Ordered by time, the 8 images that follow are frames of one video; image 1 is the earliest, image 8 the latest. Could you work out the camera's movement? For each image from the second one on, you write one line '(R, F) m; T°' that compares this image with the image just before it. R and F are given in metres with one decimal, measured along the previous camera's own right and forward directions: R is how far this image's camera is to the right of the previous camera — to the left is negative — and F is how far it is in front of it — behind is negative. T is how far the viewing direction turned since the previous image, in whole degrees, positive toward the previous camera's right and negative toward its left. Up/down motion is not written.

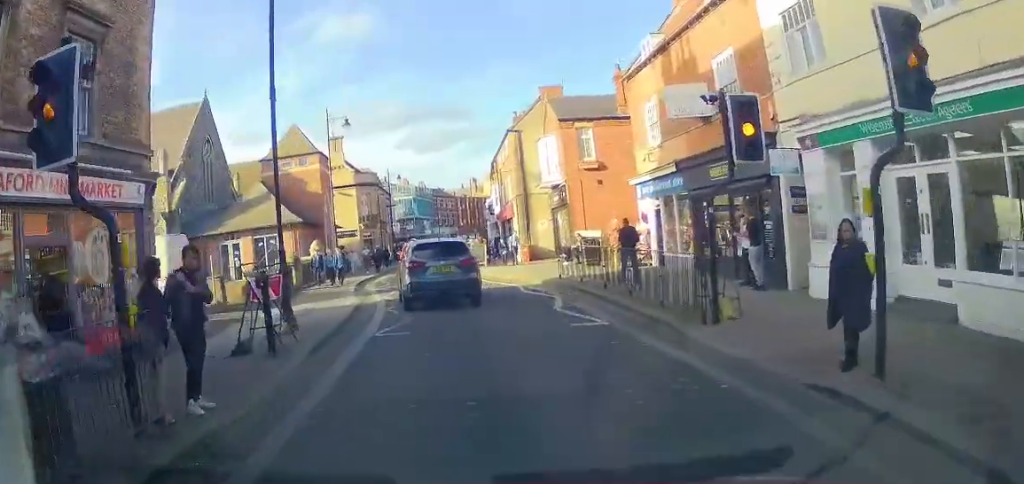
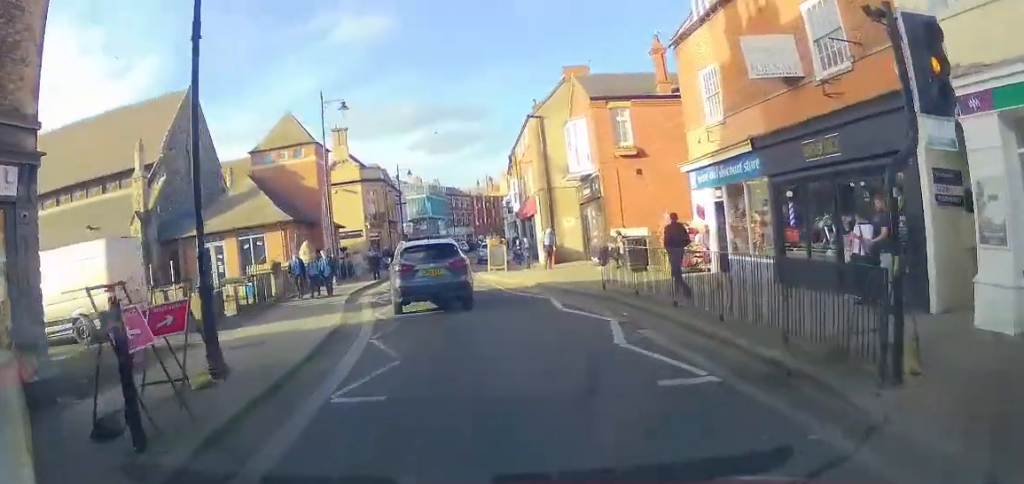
(0.0, +4.5) m; -2°
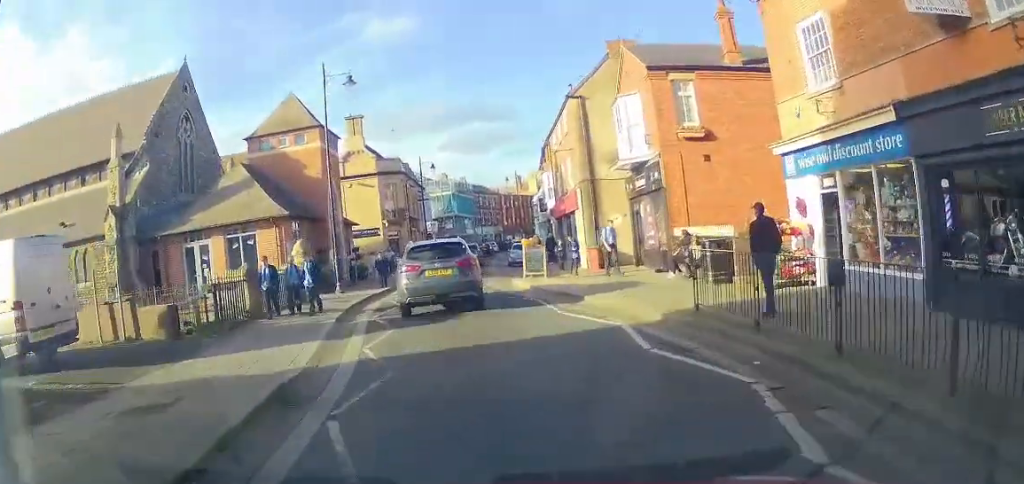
(-0.2, +4.6) m; -4°
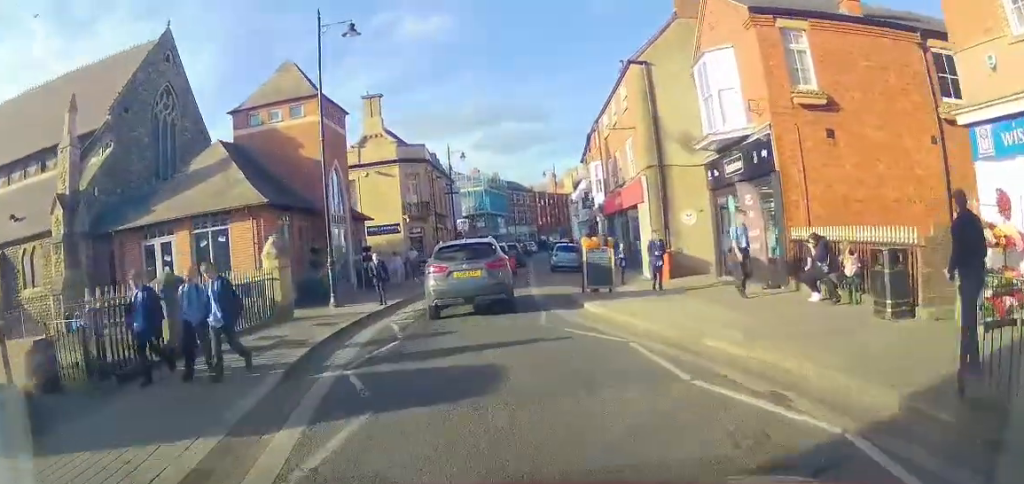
(-0.2, +5.7) m; -6°
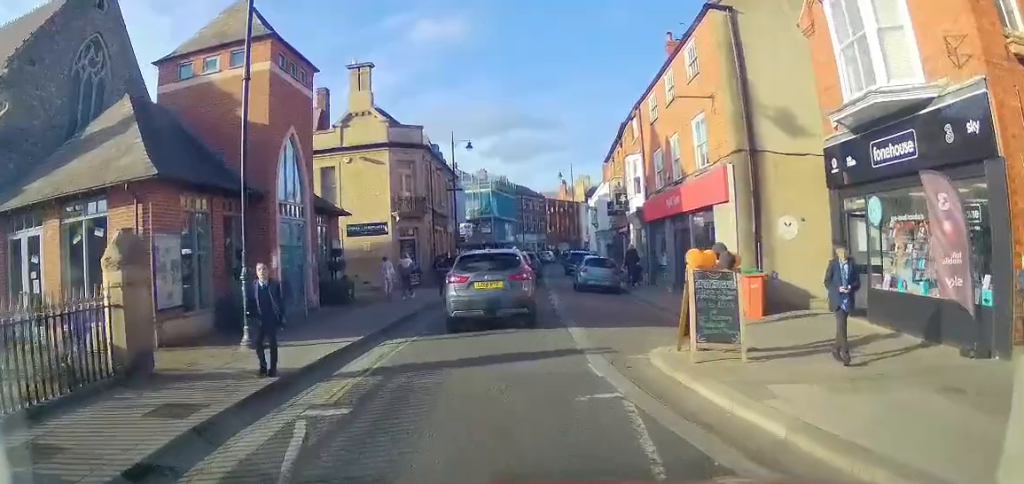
(-0.3, +6.6) m; +2°
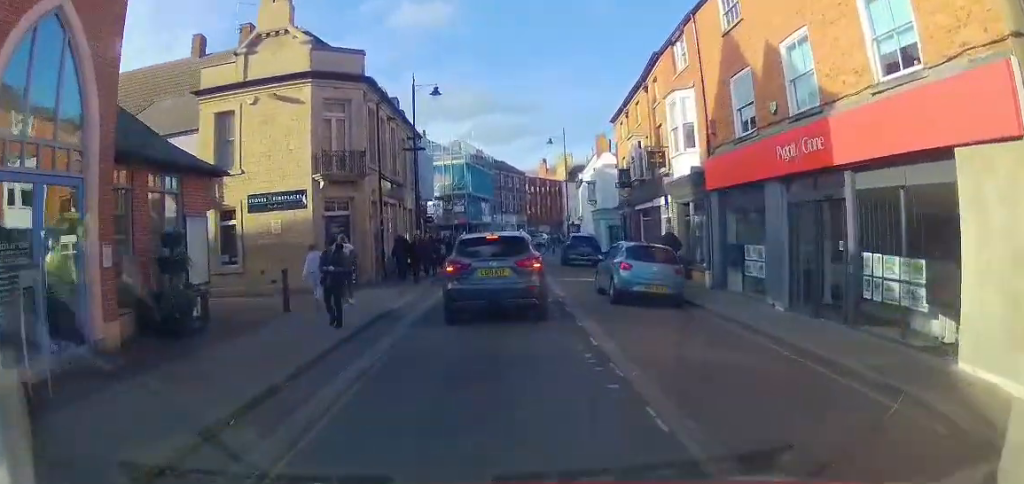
(+0.6, +9.6) m; +4°
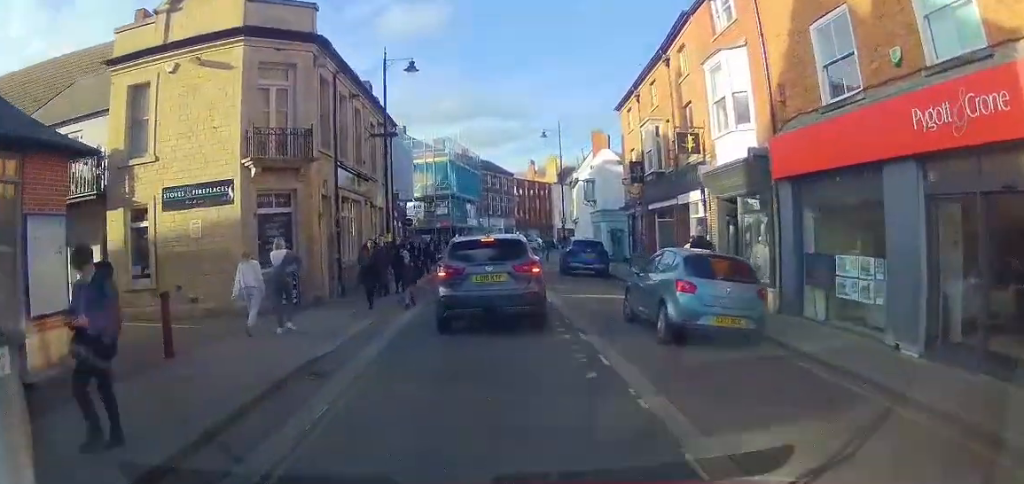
(0.0, +4.8) m; 0°
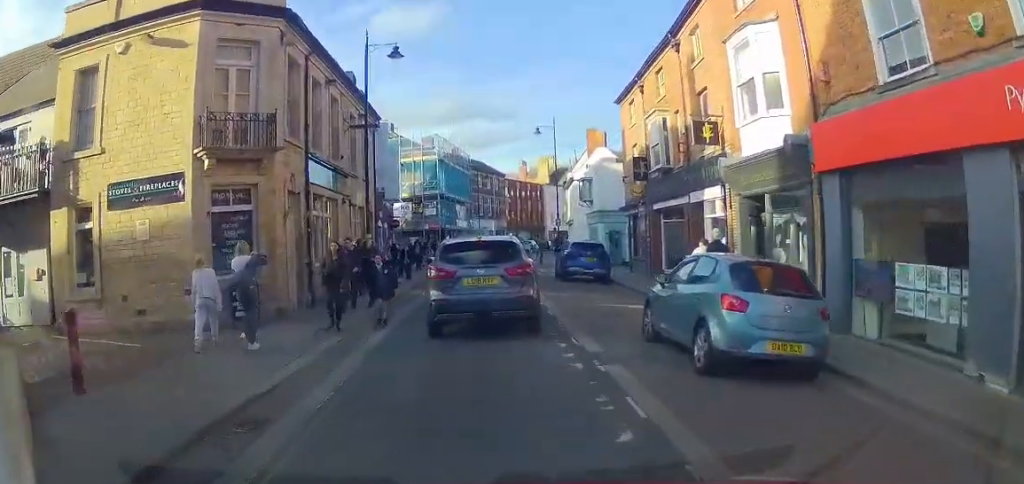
(0.0, +2.0) m; 0°
